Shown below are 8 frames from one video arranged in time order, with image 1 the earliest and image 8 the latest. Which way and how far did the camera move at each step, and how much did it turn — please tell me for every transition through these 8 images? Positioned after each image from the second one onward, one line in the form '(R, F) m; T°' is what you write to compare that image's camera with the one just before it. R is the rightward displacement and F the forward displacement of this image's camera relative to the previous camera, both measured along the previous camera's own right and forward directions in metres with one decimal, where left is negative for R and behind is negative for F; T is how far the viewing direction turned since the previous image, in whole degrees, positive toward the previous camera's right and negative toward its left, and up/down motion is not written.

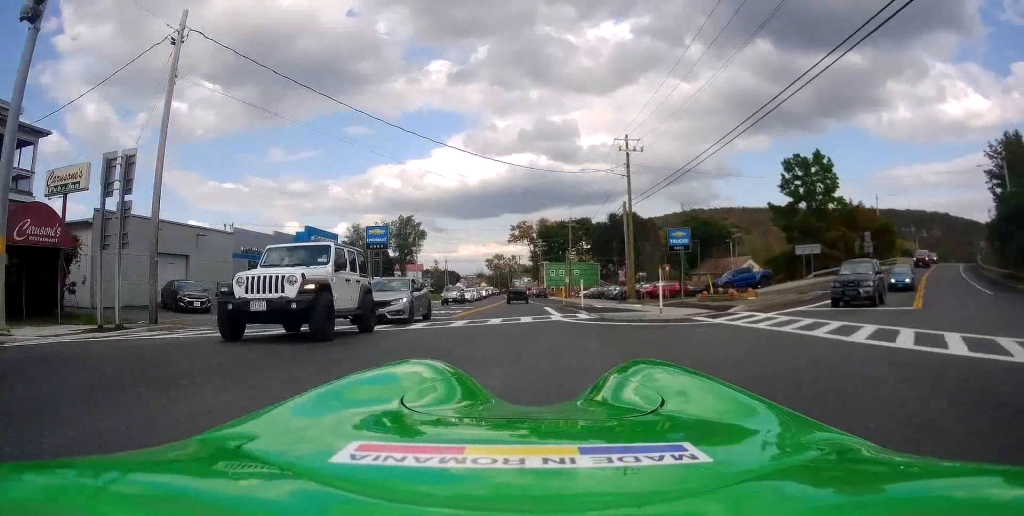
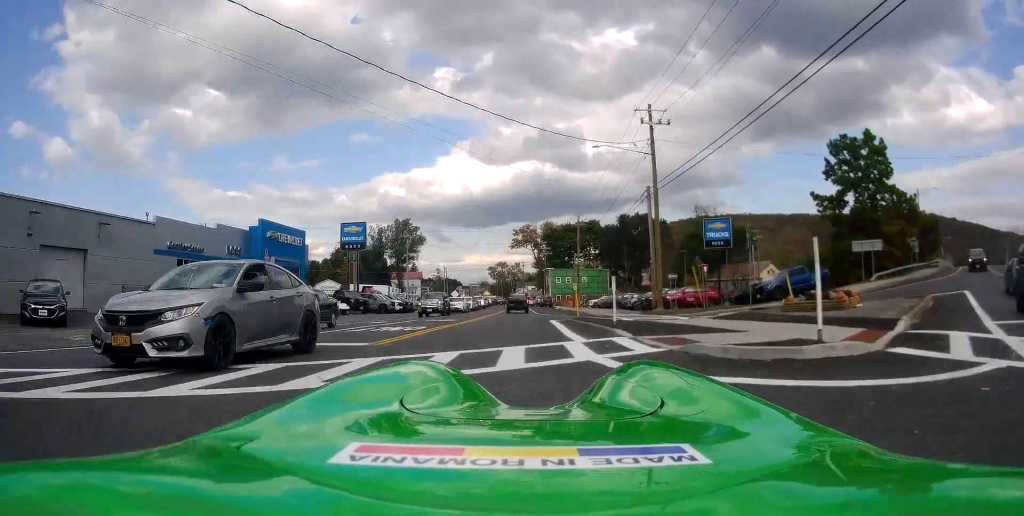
(+0.3, +9.9) m; +1°
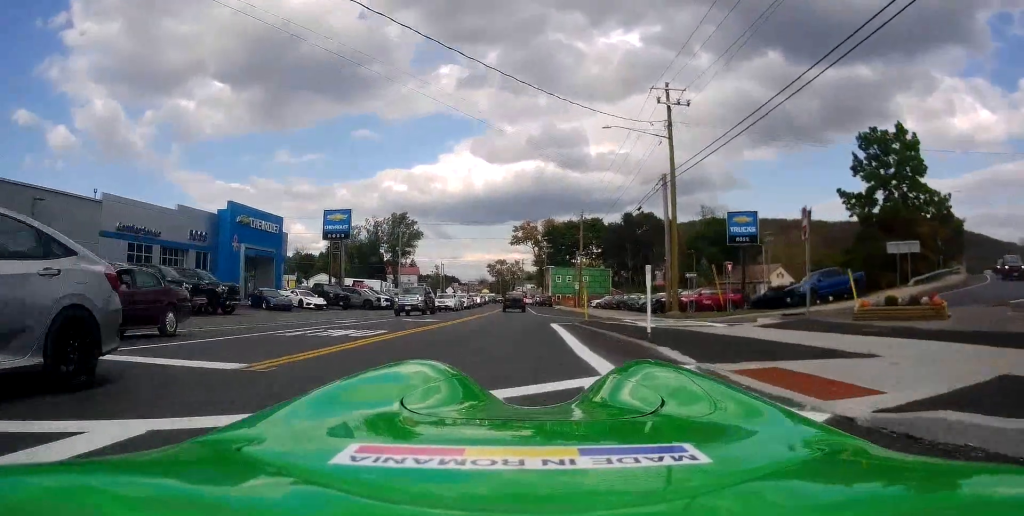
(0.0, +4.6) m; -1°
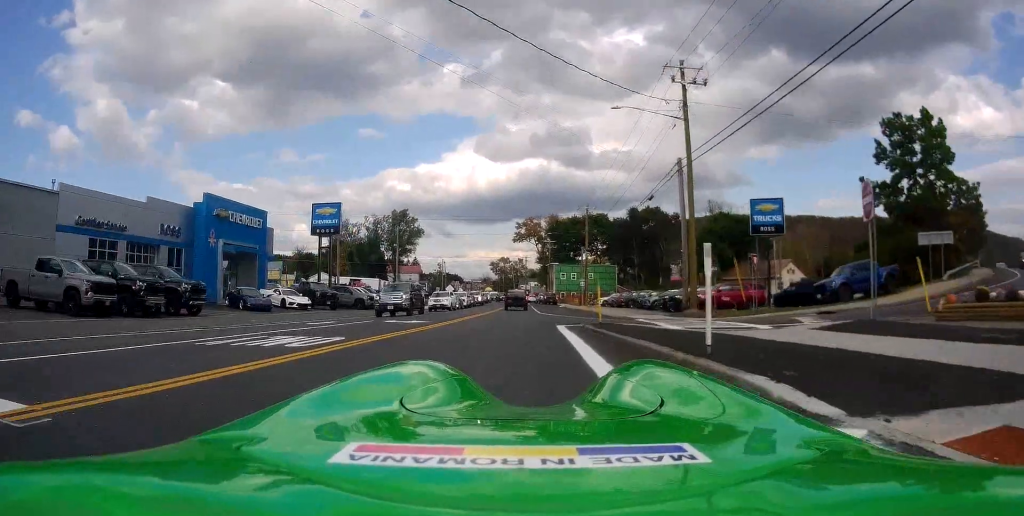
(0.0, +3.6) m; -1°
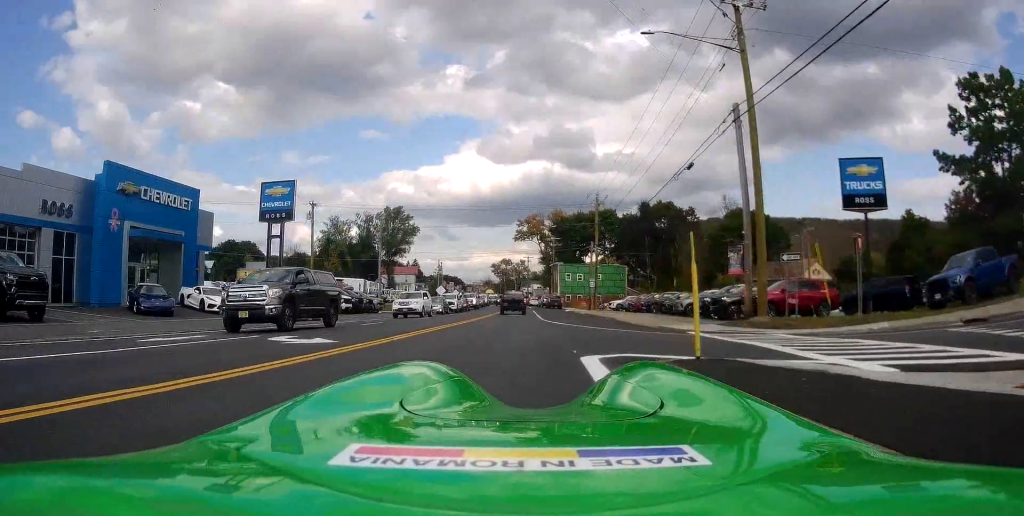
(-0.2, +9.9) m; -1°
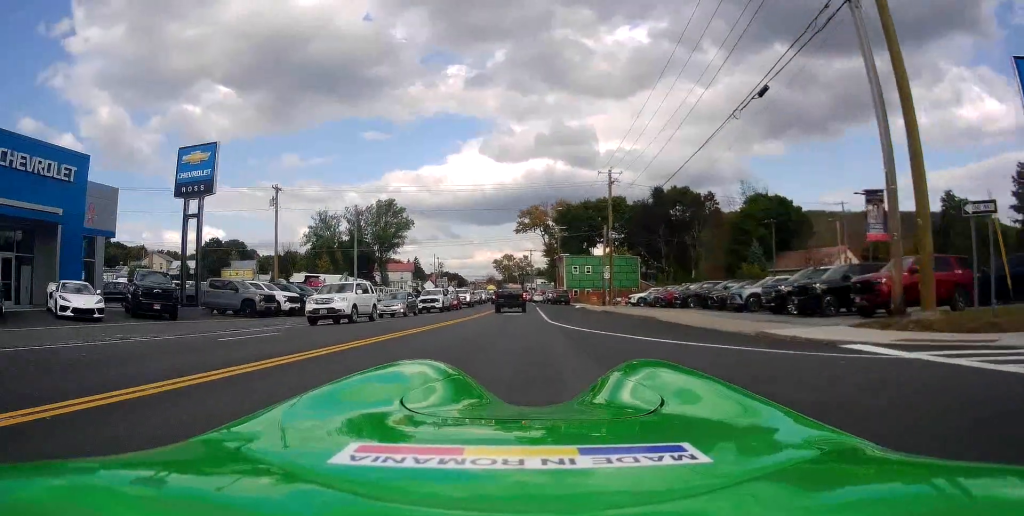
(0.0, +10.6) m; 0°
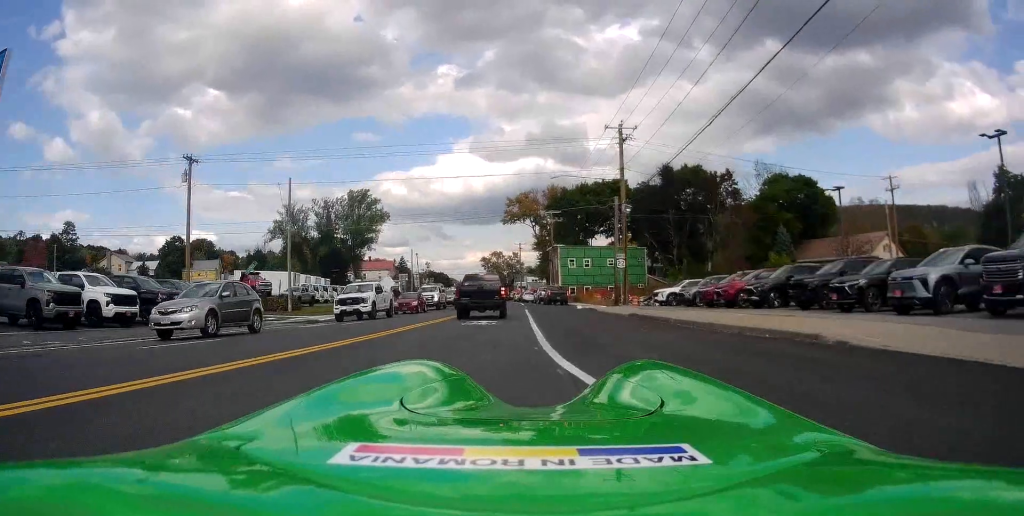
(+0.1, +14.3) m; +1°
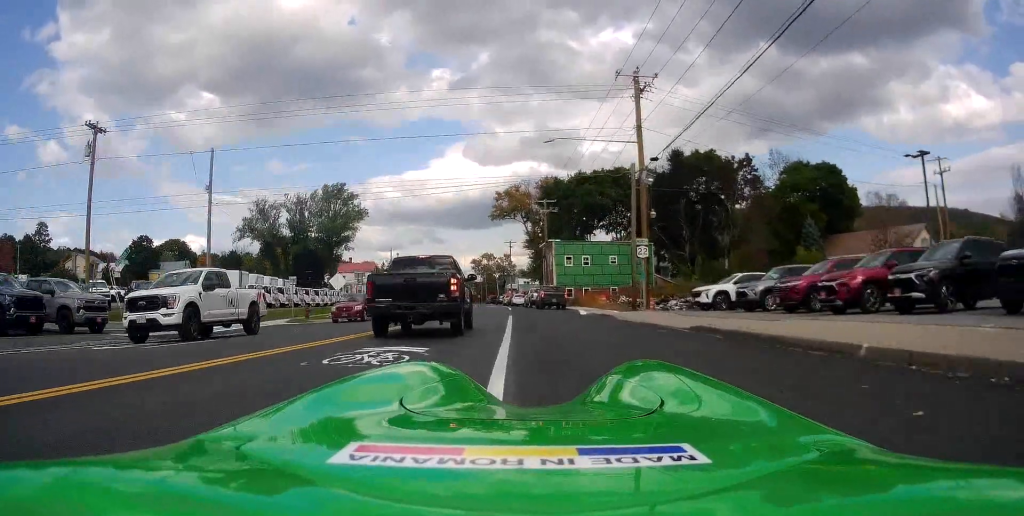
(0.0, +10.8) m; -1°
